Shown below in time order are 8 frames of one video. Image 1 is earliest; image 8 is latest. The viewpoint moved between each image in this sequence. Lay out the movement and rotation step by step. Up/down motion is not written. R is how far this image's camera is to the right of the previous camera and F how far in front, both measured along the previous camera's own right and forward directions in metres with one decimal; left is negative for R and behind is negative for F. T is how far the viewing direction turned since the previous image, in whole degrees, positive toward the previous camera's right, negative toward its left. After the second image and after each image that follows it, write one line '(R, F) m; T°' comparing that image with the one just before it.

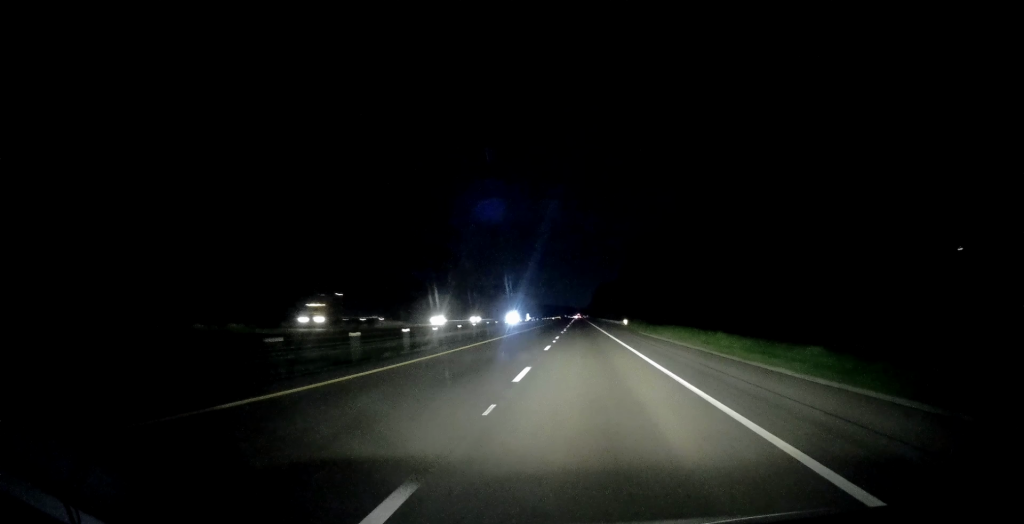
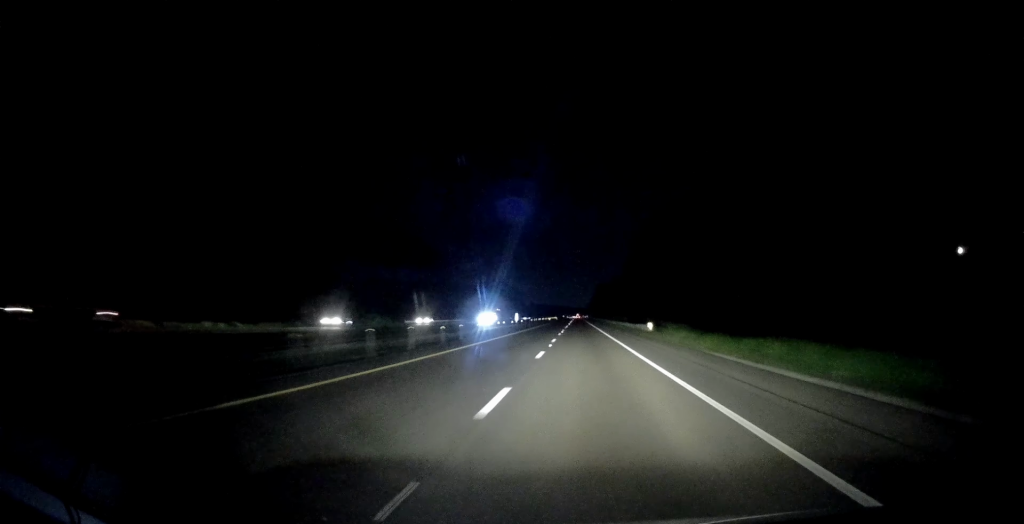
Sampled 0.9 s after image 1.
(+0.4, +28.9) m; +1°
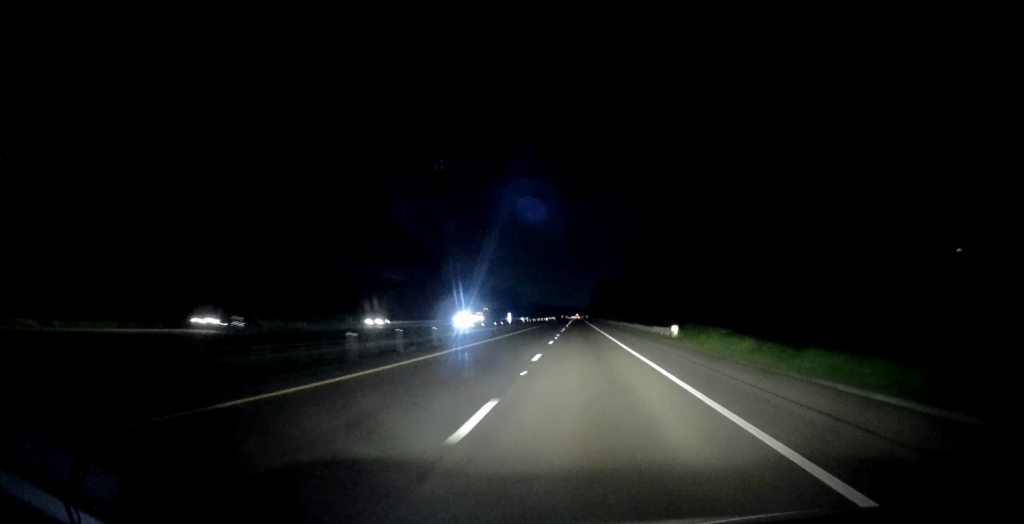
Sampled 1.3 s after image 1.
(+0.3, +13.9) m; 0°
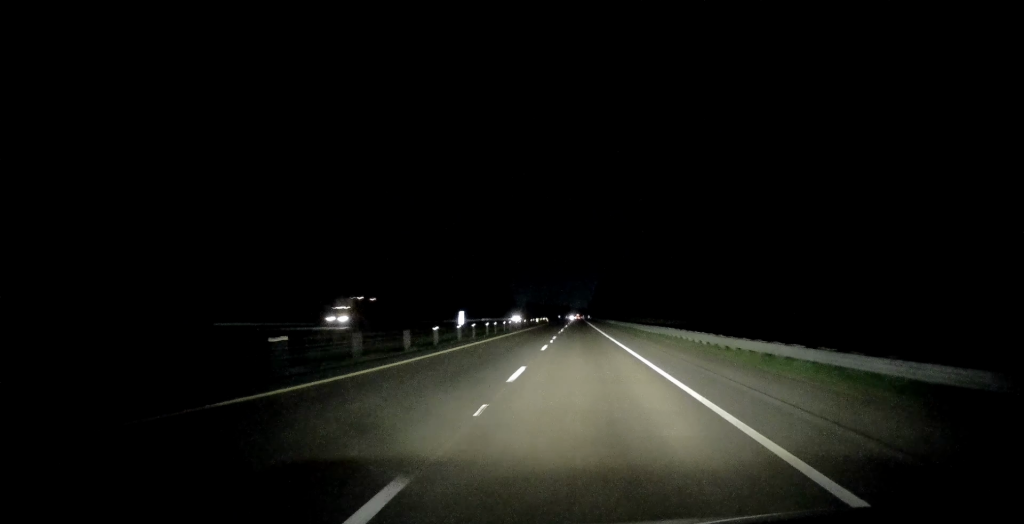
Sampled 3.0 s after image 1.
(-0.5, +53.4) m; 0°
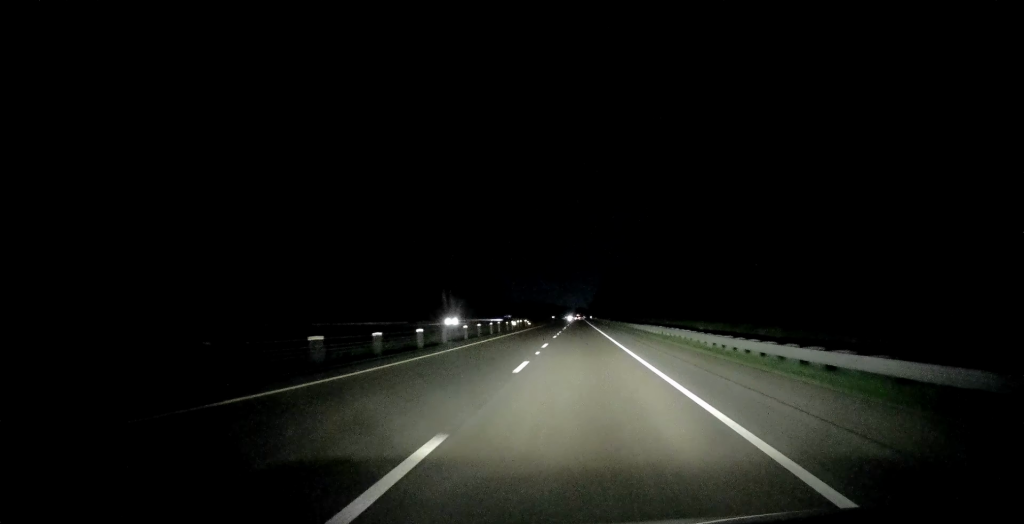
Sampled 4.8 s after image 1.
(0.0, +58.6) m; 0°
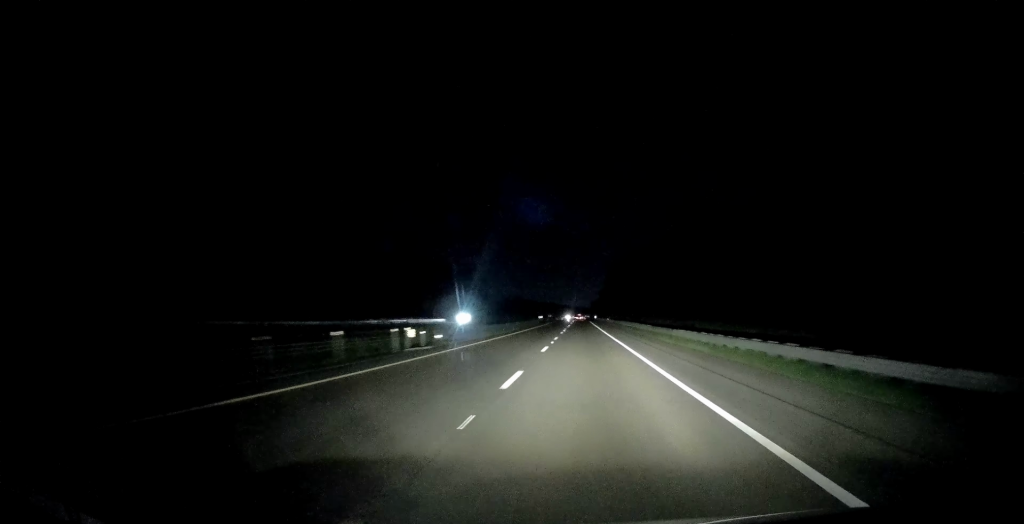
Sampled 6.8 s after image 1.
(+0.4, +63.9) m; 0°
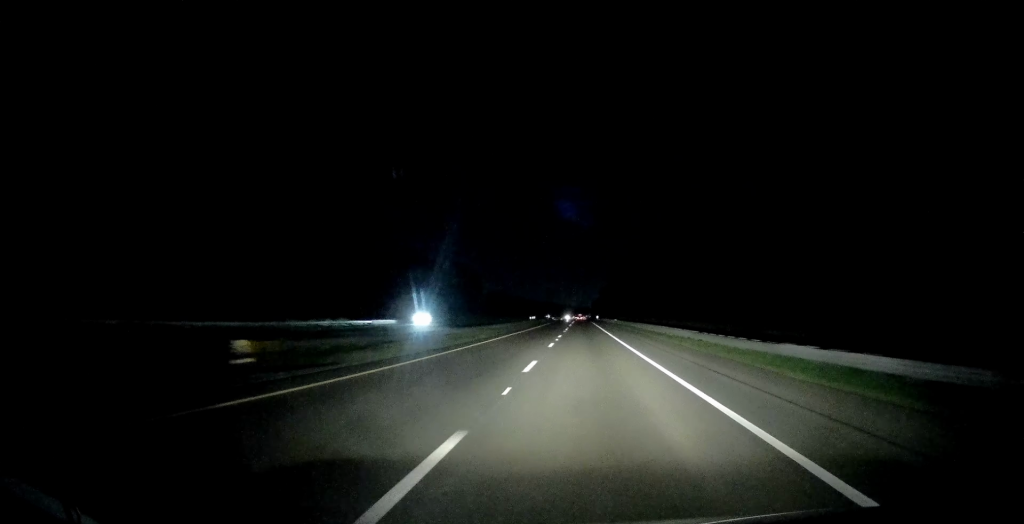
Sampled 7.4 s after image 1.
(0.0, +20.6) m; -1°
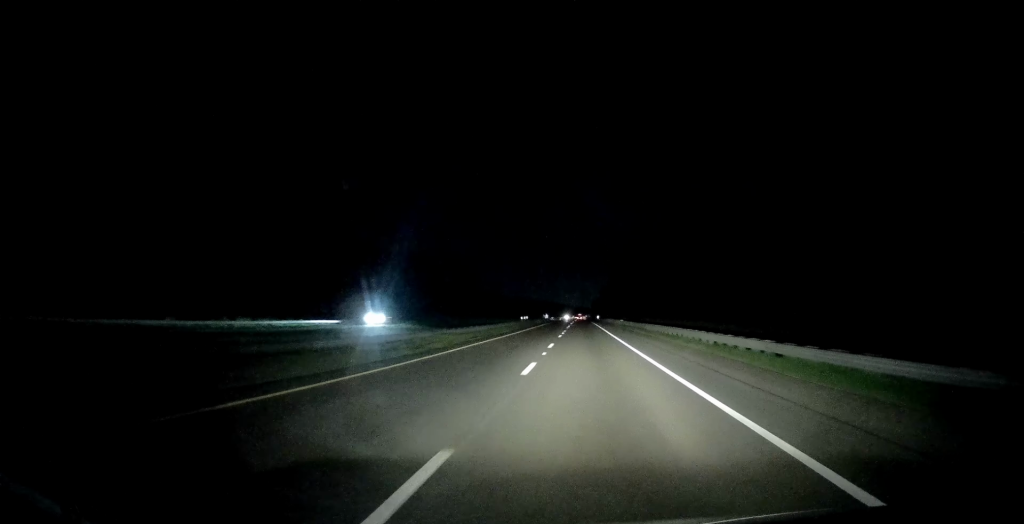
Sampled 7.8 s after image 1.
(-0.2, +12.9) m; 0°
